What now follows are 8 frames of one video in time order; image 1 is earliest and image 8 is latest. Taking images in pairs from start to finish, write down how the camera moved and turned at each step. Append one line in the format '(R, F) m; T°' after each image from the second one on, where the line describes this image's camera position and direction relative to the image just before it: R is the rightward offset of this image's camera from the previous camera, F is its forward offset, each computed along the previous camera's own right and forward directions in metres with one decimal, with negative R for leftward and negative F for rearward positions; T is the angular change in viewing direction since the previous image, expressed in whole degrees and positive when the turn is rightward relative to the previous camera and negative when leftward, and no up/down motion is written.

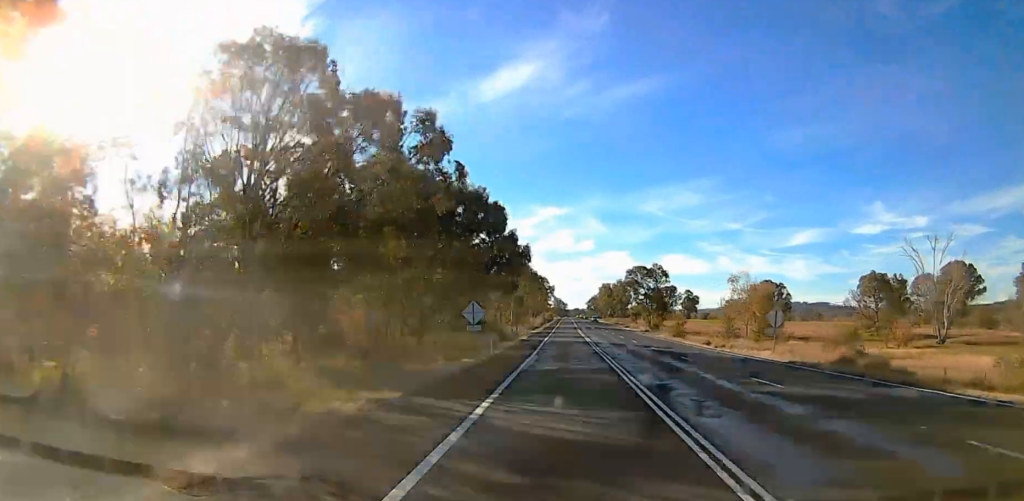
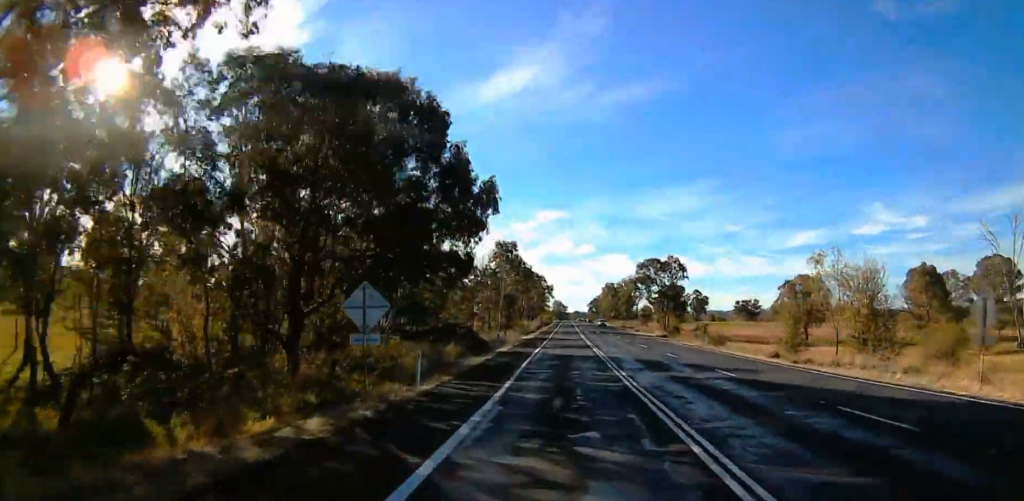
(-0.1, +19.1) m; 0°
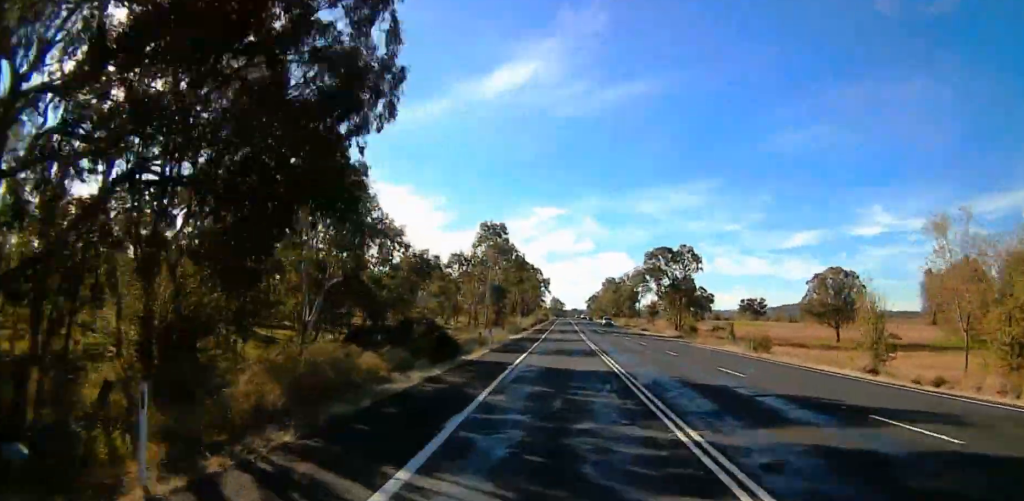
(-0.1, +13.2) m; 0°
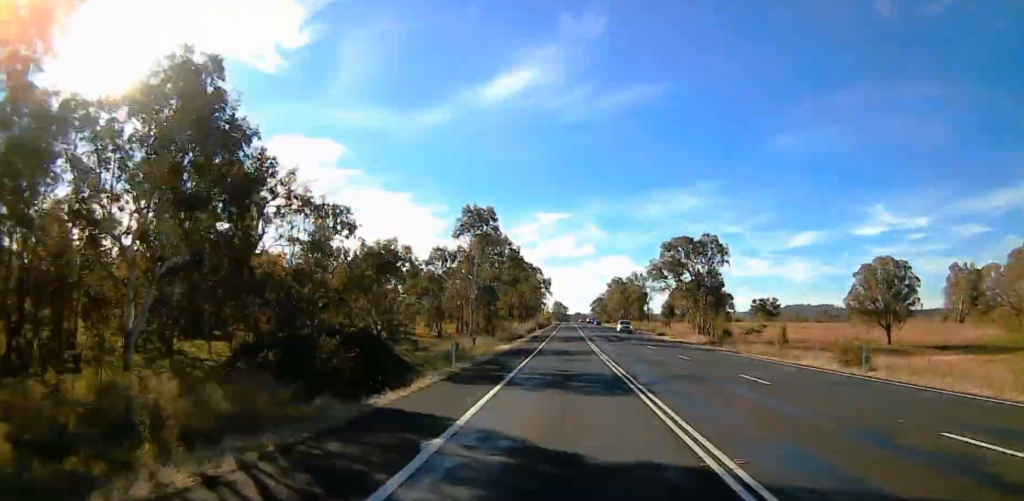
(0.0, +14.7) m; 0°
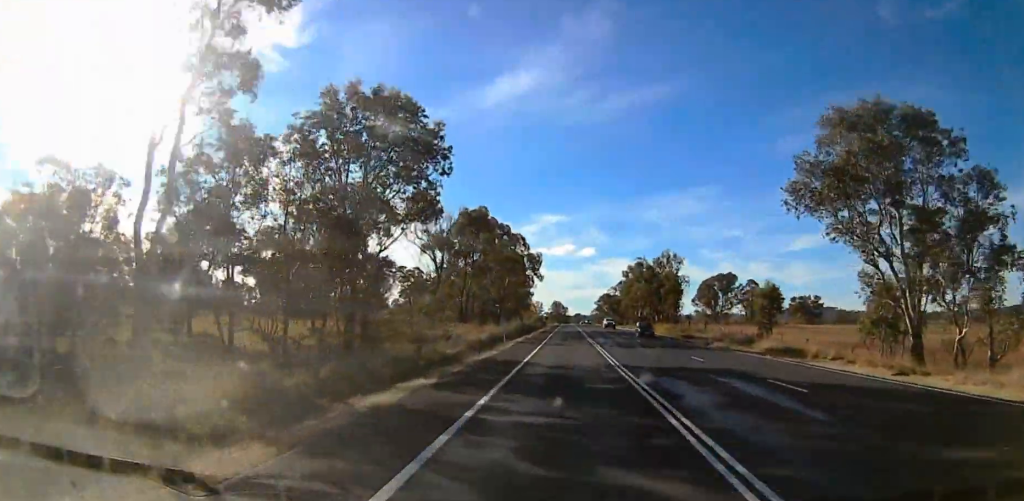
(+0.2, +57.0) m; 0°
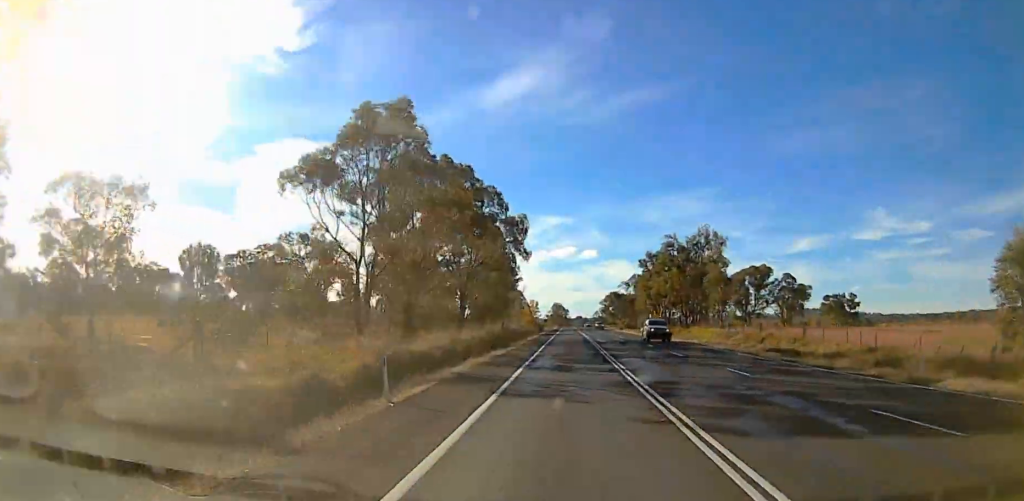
(-0.4, +34.3) m; 0°
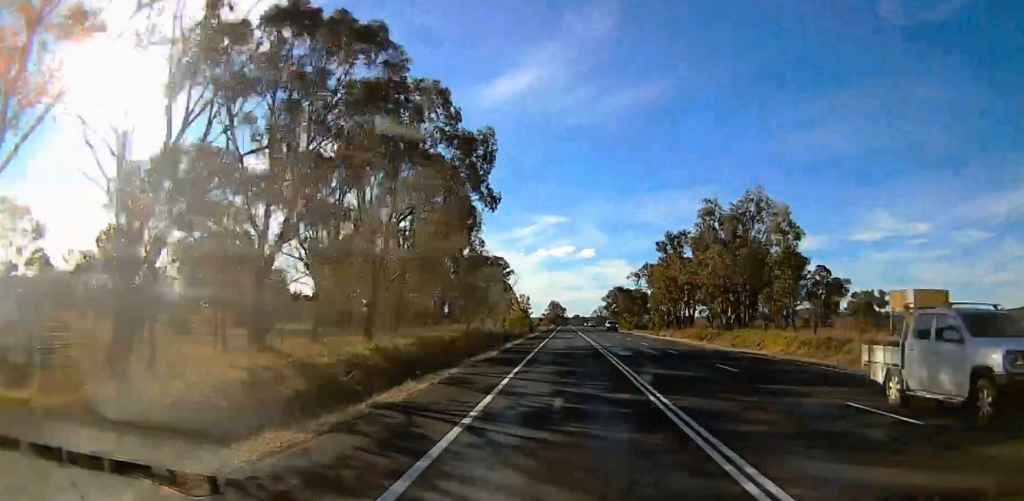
(+0.3, +24.3) m; +1°
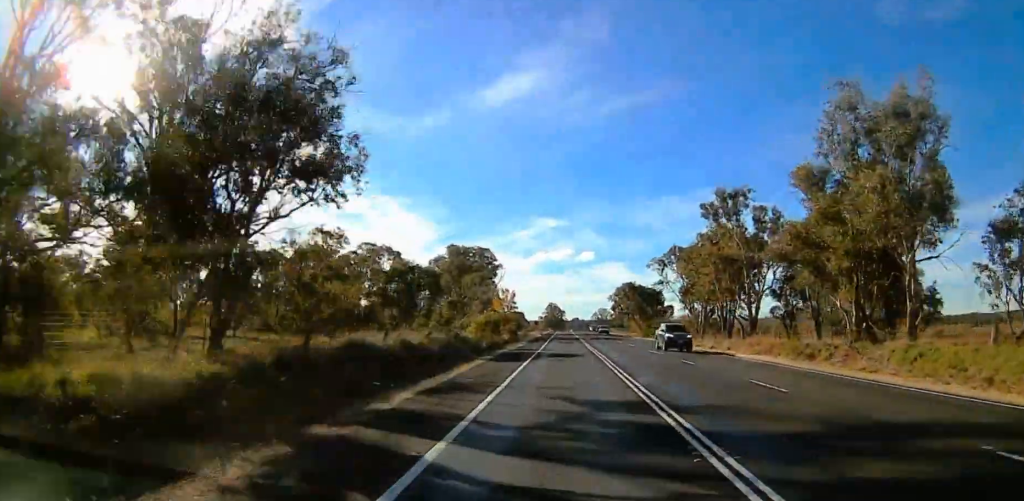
(0.0, +28.7) m; -1°
